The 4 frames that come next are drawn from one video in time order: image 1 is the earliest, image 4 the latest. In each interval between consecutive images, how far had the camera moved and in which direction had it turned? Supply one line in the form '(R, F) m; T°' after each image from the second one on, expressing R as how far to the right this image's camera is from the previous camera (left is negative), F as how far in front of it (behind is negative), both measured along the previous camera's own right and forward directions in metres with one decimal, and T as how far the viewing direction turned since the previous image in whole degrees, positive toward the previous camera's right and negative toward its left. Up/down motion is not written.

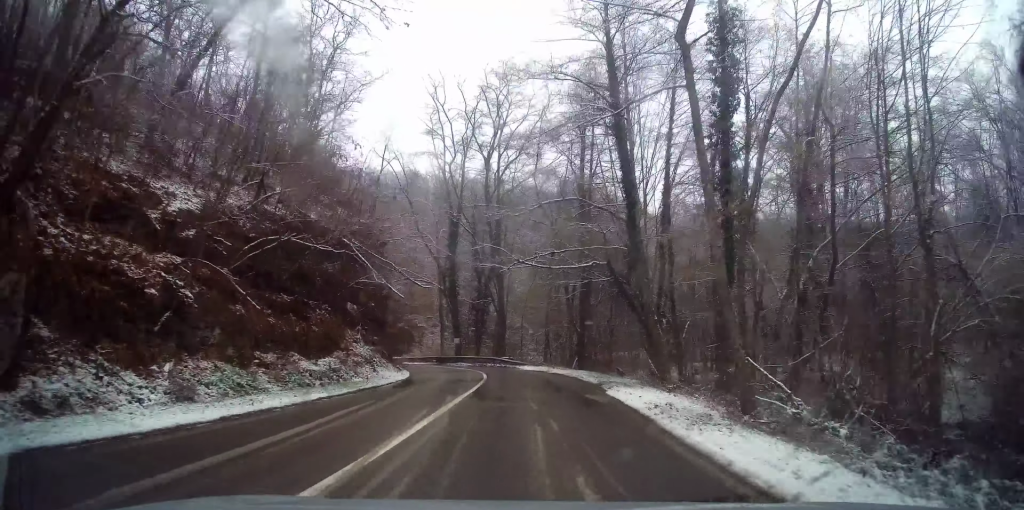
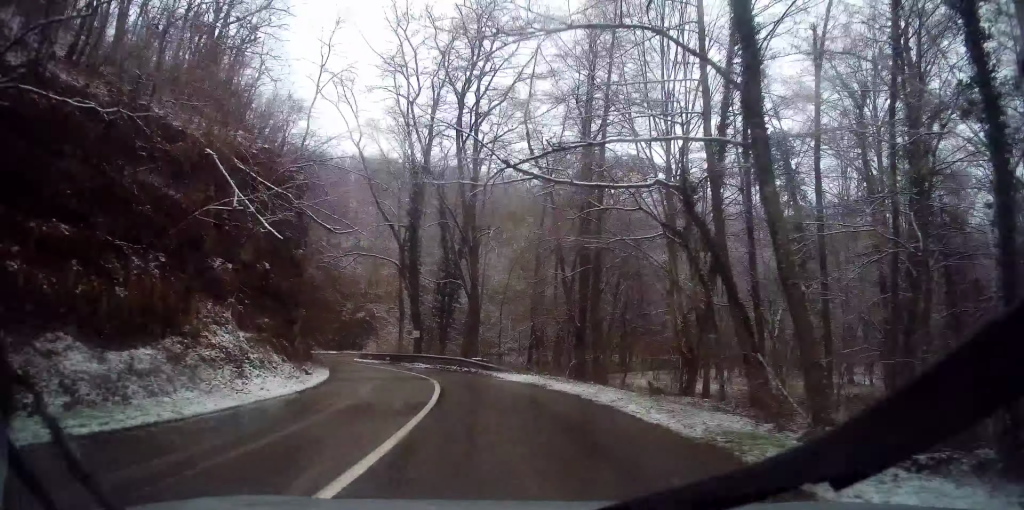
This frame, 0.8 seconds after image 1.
(+0.1, +10.7) m; -1°
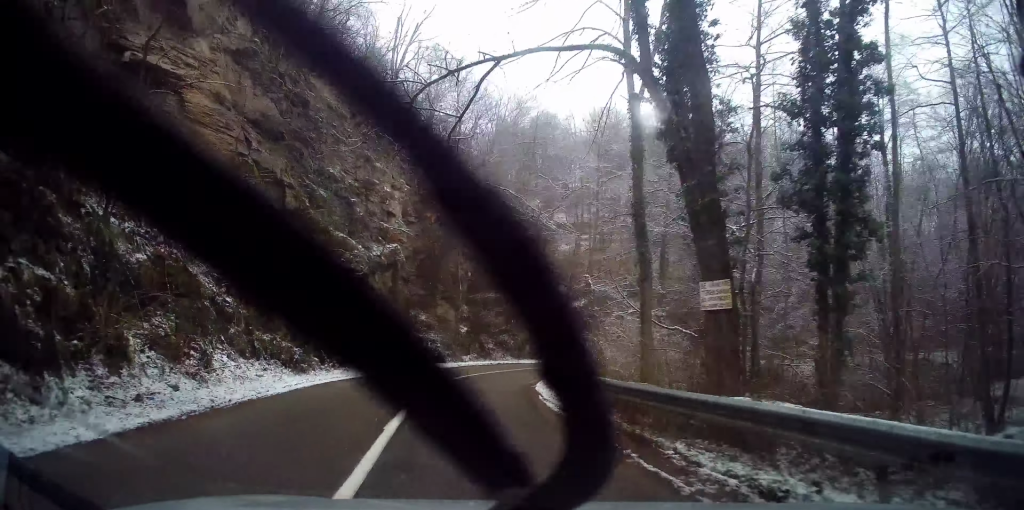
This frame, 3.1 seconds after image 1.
(-4.2, +29.2) m; -17°
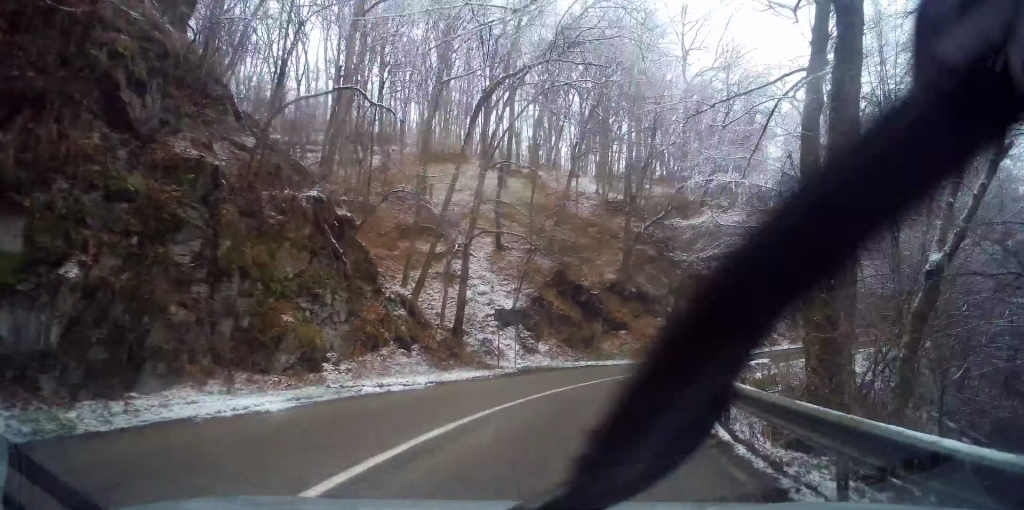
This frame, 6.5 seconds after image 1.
(+2.2, +39.6) m; +25°
